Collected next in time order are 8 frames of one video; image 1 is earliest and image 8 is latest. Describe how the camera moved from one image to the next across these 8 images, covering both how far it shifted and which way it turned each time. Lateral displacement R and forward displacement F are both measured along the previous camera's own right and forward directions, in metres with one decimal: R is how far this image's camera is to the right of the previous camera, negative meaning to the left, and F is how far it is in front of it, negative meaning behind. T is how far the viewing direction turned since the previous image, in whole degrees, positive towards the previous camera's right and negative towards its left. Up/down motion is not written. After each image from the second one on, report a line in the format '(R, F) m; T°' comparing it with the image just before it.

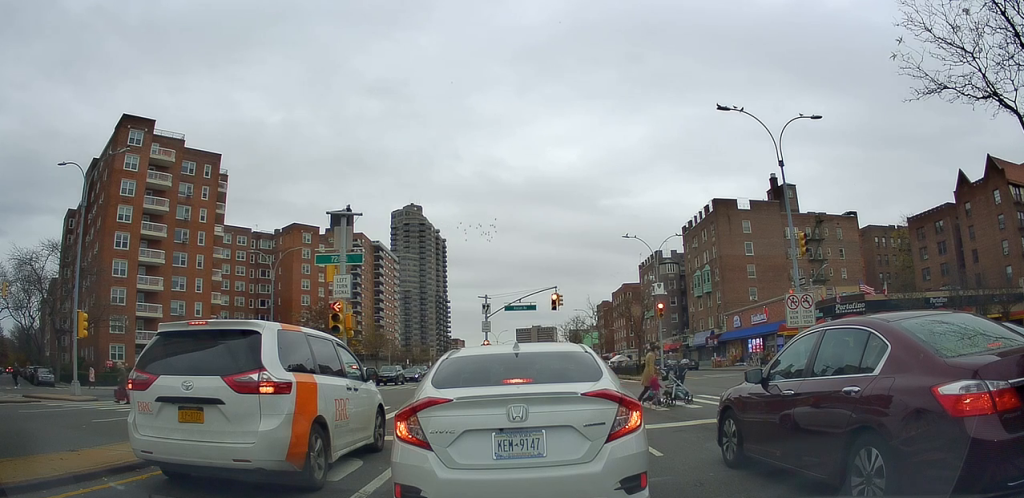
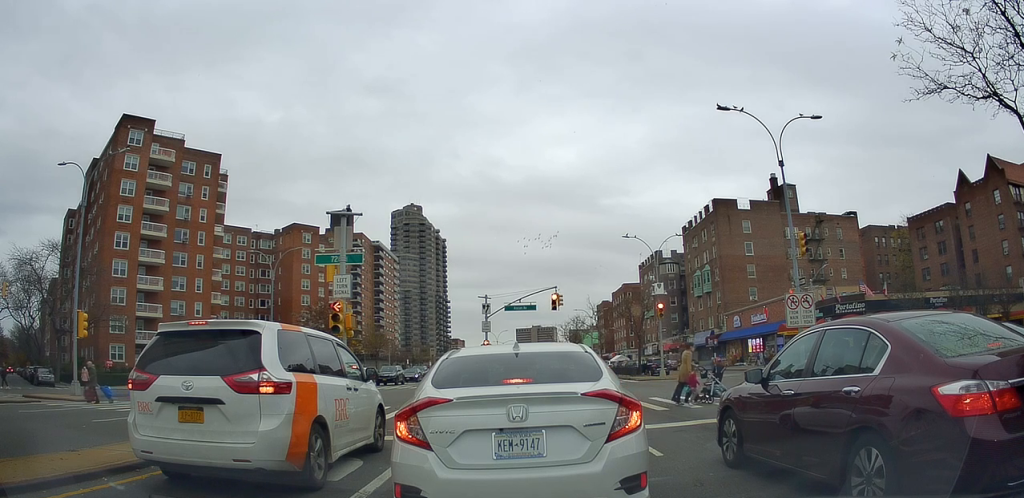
(0.0, 0.0) m; 0°
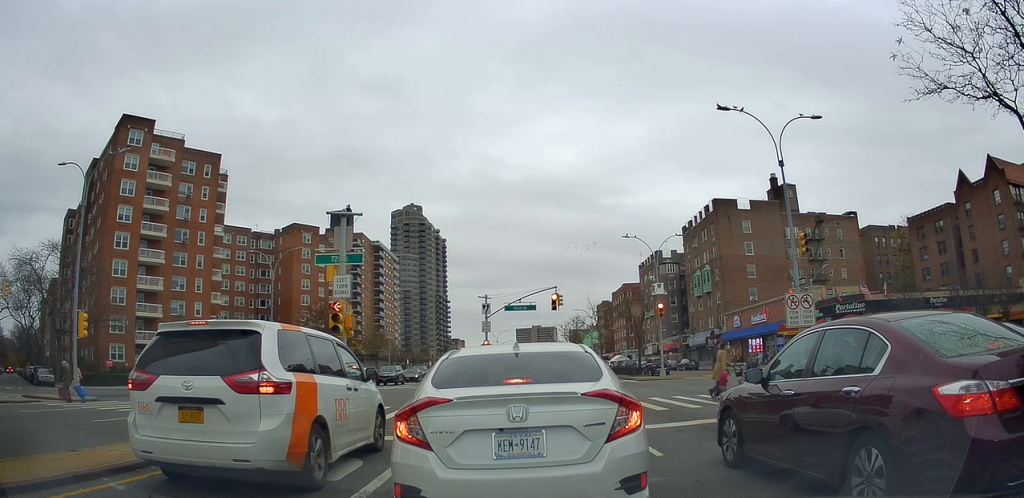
(0.0, 0.0) m; 0°
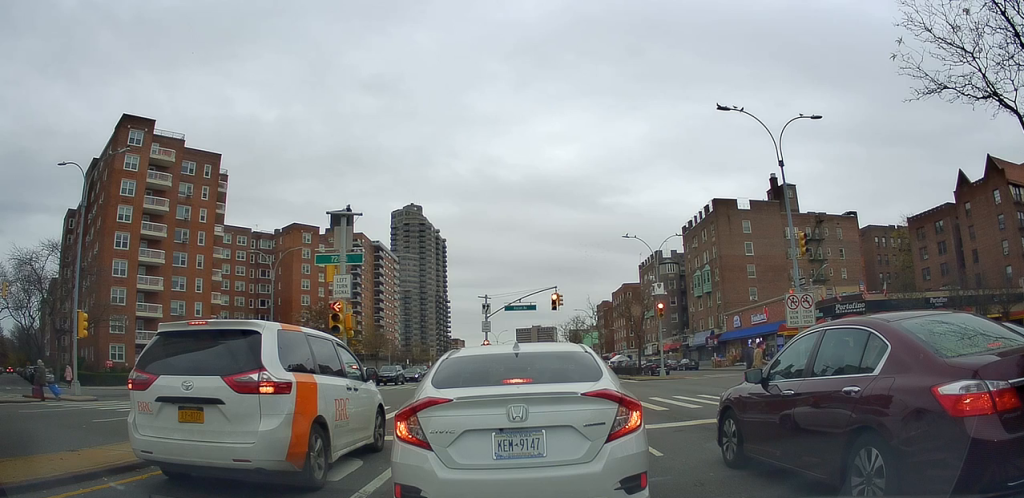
(0.0, 0.0) m; 0°
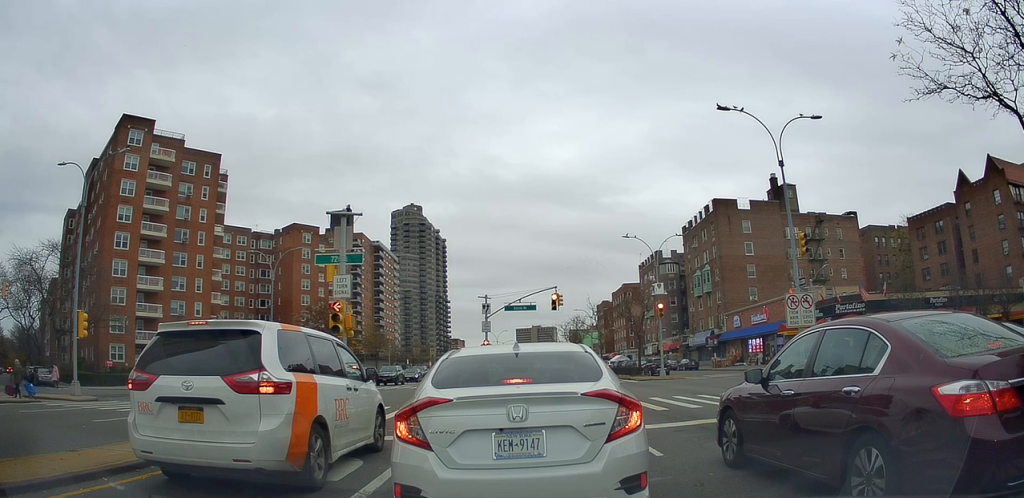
(0.0, 0.0) m; 0°
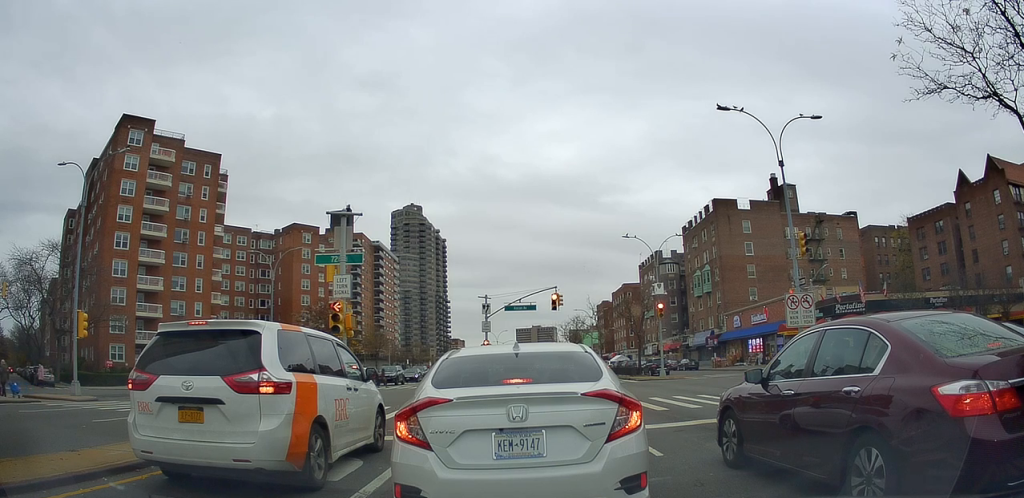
(0.0, 0.0) m; 0°
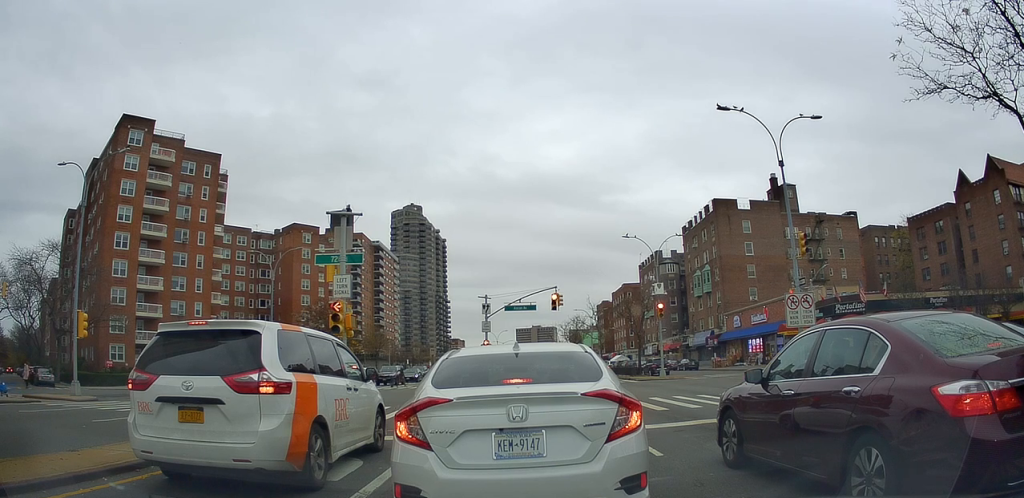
(0.0, 0.0) m; 0°
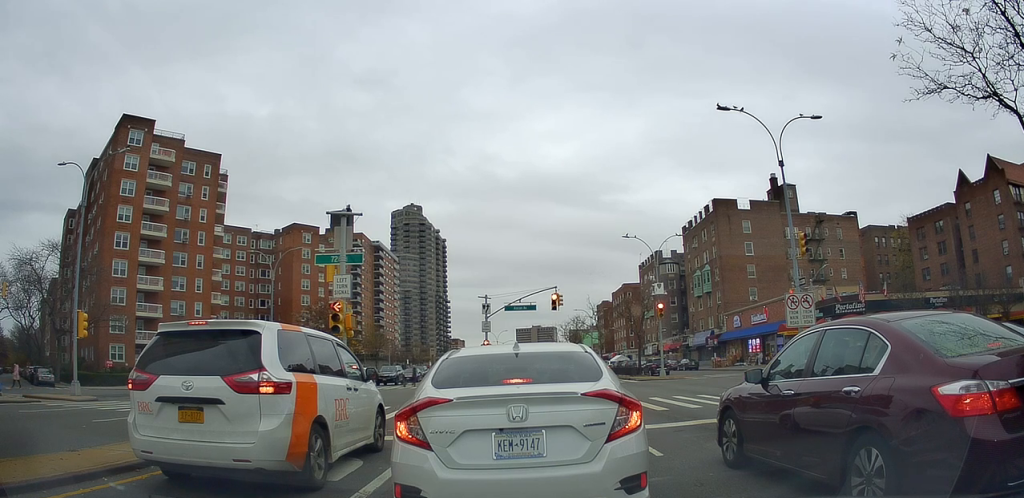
(0.0, 0.0) m; 0°
